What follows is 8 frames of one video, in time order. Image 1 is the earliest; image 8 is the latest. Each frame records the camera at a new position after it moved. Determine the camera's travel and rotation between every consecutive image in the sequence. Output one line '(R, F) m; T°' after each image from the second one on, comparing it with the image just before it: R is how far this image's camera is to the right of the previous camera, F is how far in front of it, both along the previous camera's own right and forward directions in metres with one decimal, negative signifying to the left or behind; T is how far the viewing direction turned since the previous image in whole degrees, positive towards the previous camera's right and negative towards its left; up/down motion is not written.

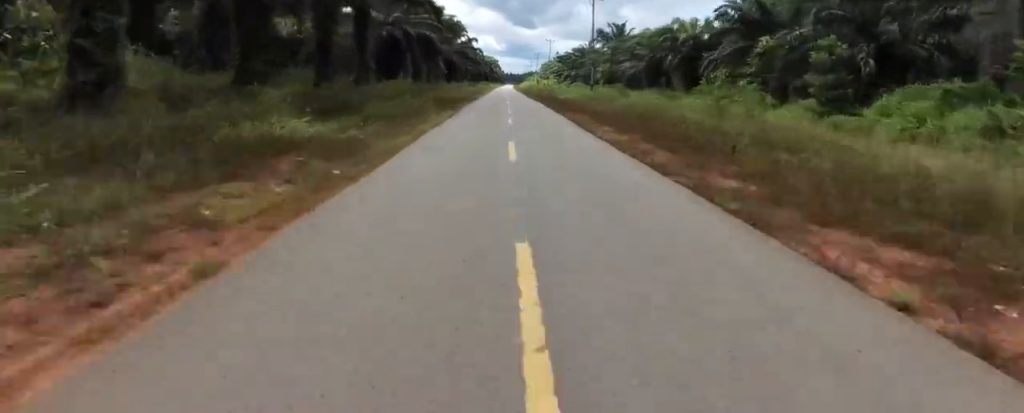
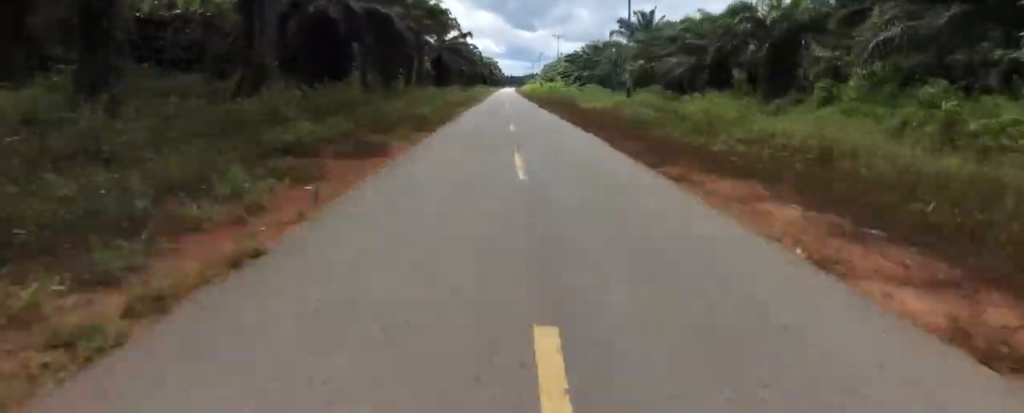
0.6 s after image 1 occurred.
(-1.4, +17.7) m; +1°
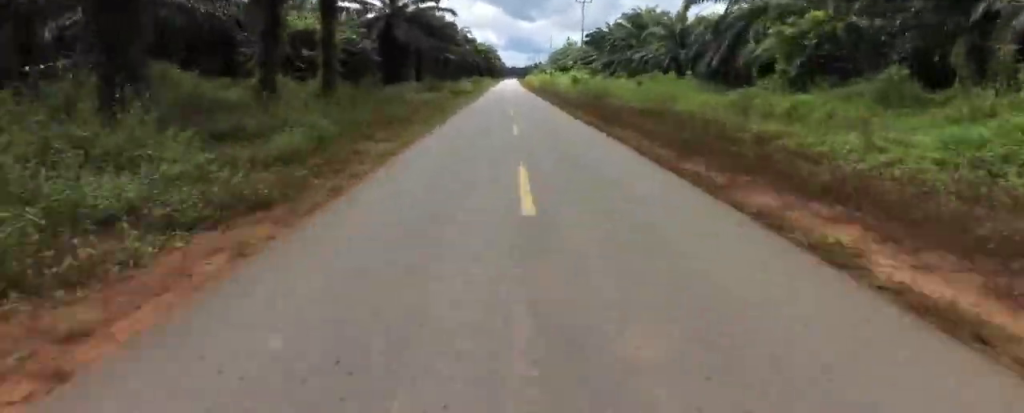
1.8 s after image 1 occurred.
(+2.6, +35.2) m; +2°
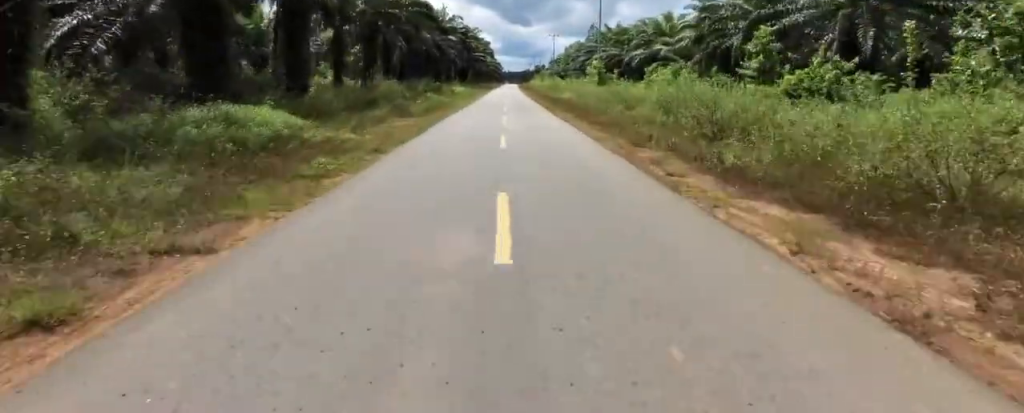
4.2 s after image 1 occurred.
(-4.2, +74.8) m; -2°
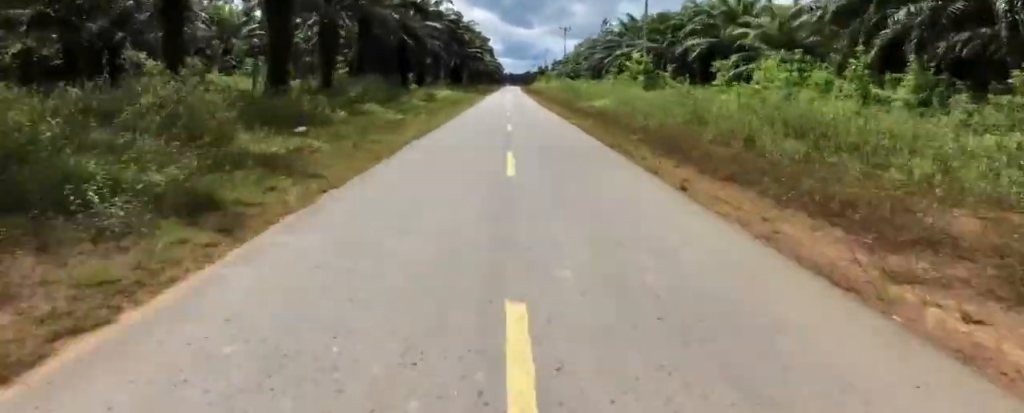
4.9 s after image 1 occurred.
(+0.6, +19.6) m; 0°
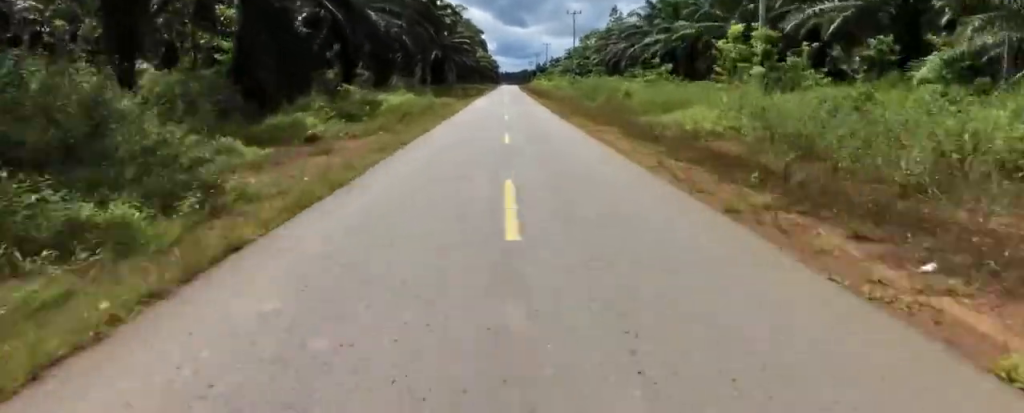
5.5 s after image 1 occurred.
(-0.6, +19.9) m; 0°
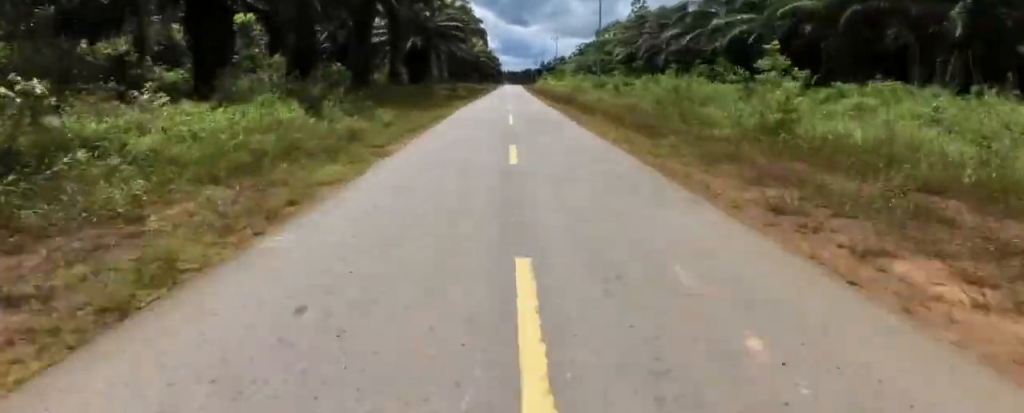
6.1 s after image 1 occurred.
(0.0, +19.9) m; +1°
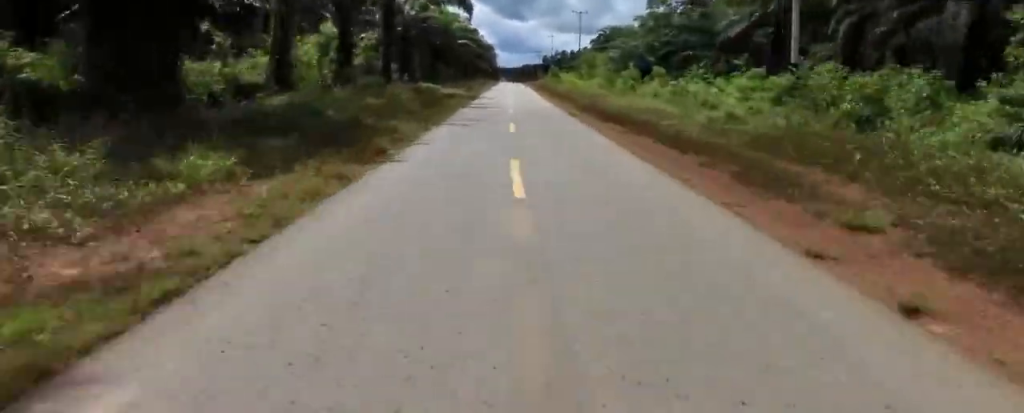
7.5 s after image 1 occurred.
(+1.0, +43.7) m; 0°
